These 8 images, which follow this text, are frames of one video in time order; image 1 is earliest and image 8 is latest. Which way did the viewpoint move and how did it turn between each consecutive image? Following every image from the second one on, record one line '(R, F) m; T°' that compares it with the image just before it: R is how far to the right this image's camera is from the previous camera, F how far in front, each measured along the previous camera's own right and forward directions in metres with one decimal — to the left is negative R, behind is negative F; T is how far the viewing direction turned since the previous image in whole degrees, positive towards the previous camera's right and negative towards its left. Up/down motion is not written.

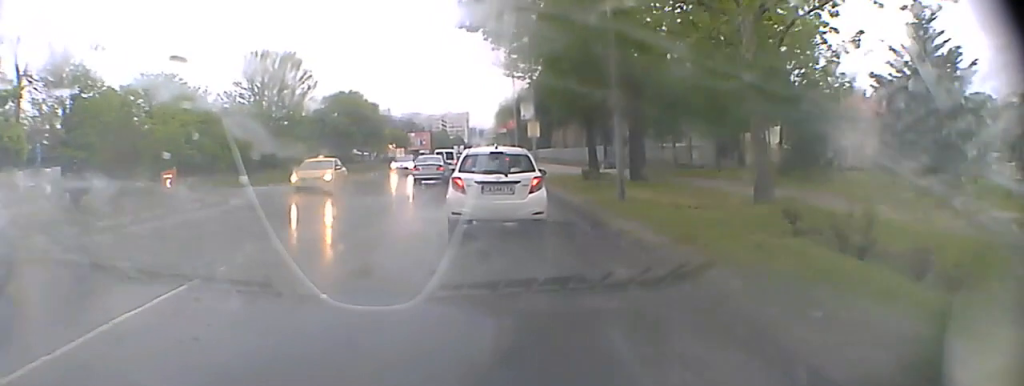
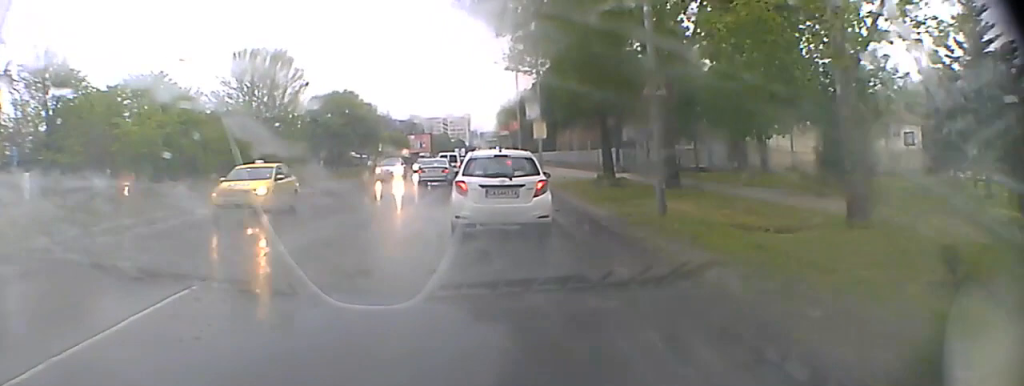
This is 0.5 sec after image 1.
(0.0, +3.9) m; 0°
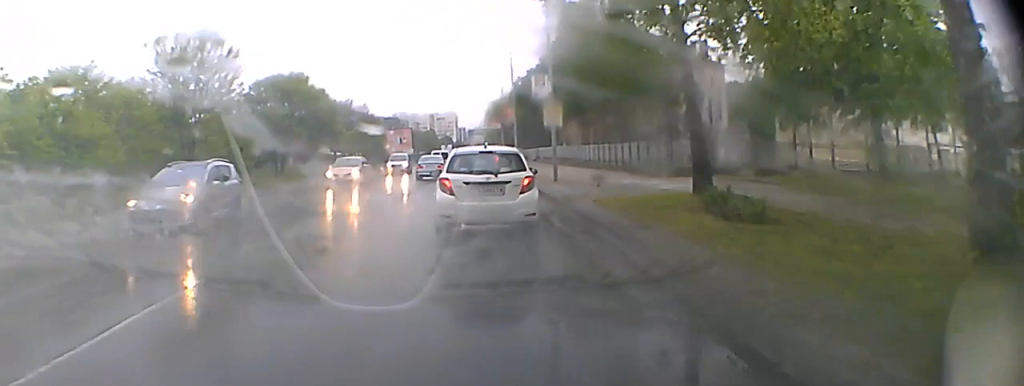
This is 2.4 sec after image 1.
(+0.1, +16.0) m; 0°
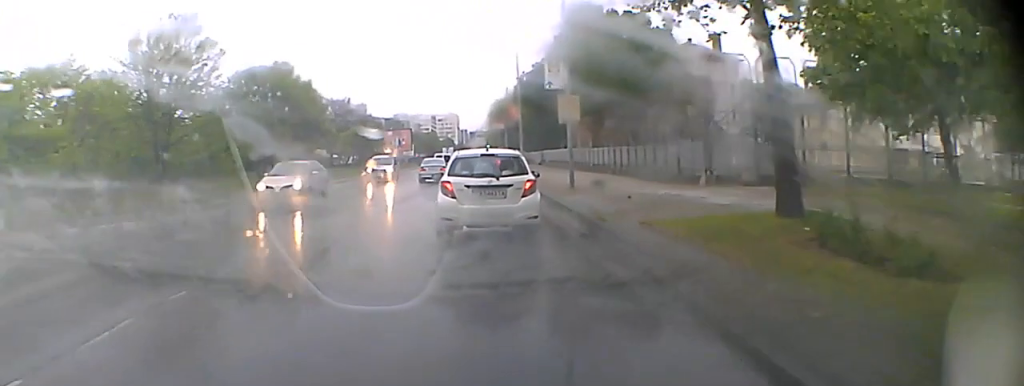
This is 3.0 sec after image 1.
(0.0, +5.3) m; 0°
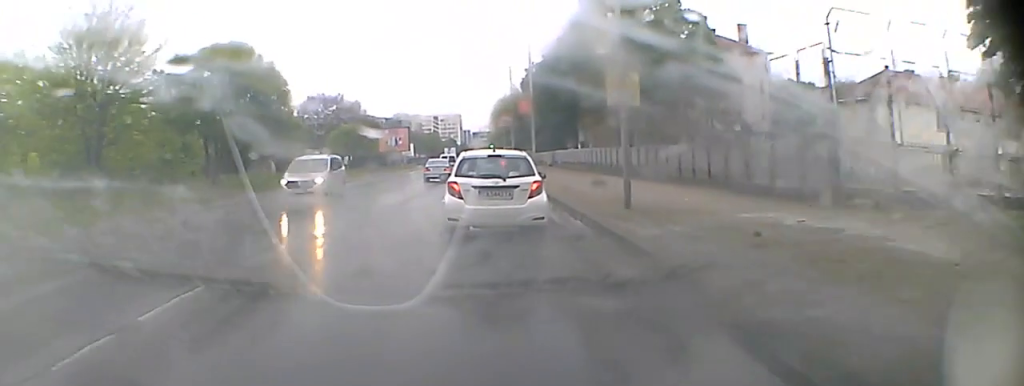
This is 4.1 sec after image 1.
(0.0, +9.9) m; 0°
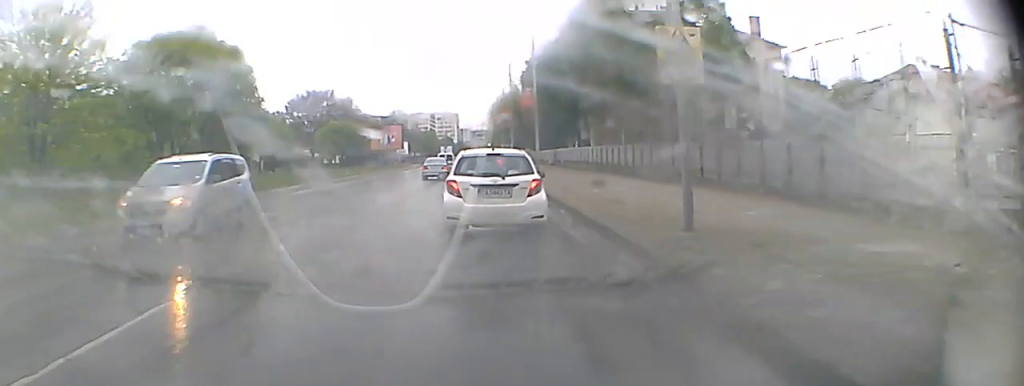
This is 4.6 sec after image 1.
(0.0, +4.6) m; 0°
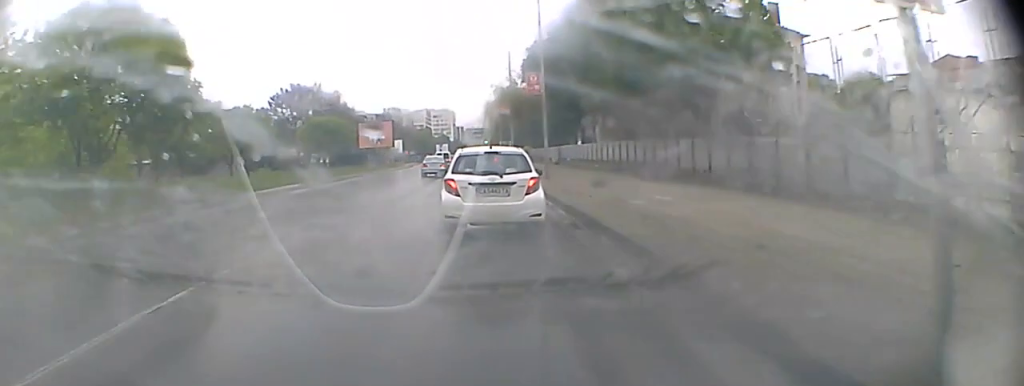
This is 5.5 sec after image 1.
(-0.1, +8.5) m; 0°
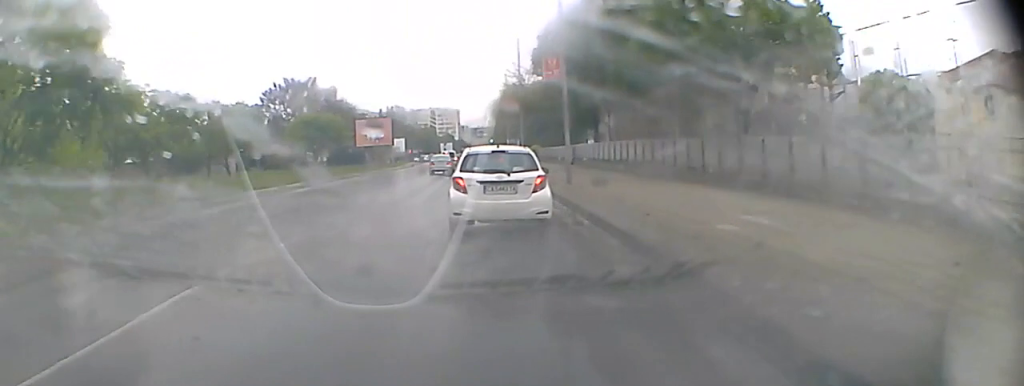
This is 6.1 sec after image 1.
(0.0, +6.7) m; 0°
